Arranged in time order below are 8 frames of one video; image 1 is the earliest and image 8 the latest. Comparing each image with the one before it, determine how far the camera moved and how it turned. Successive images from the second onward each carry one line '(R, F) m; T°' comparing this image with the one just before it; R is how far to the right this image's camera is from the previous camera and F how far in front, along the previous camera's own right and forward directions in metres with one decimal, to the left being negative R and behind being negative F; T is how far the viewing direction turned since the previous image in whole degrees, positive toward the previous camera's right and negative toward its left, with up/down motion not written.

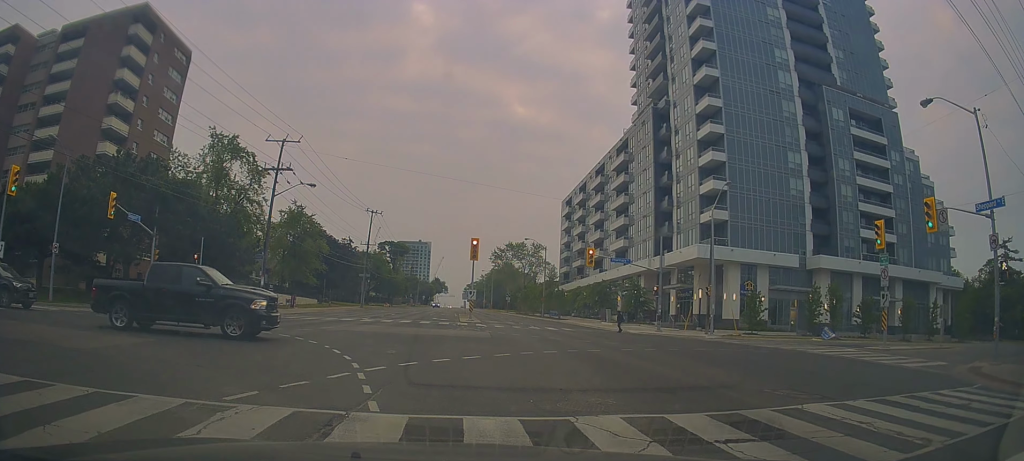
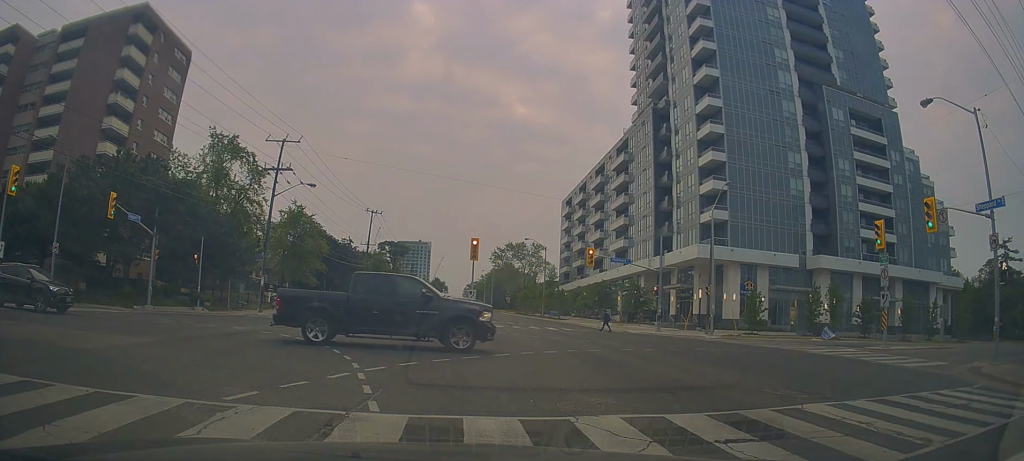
(0.0, 0.0) m; 0°
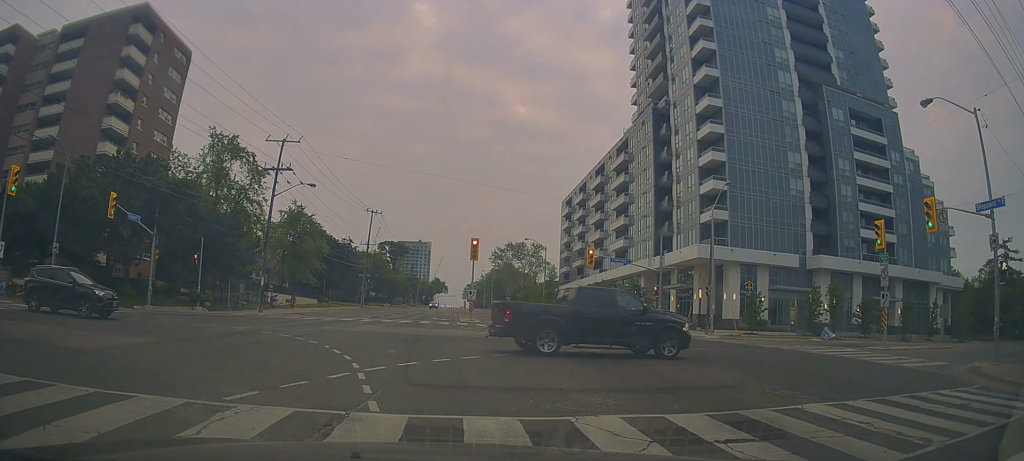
(0.0, 0.0) m; 0°
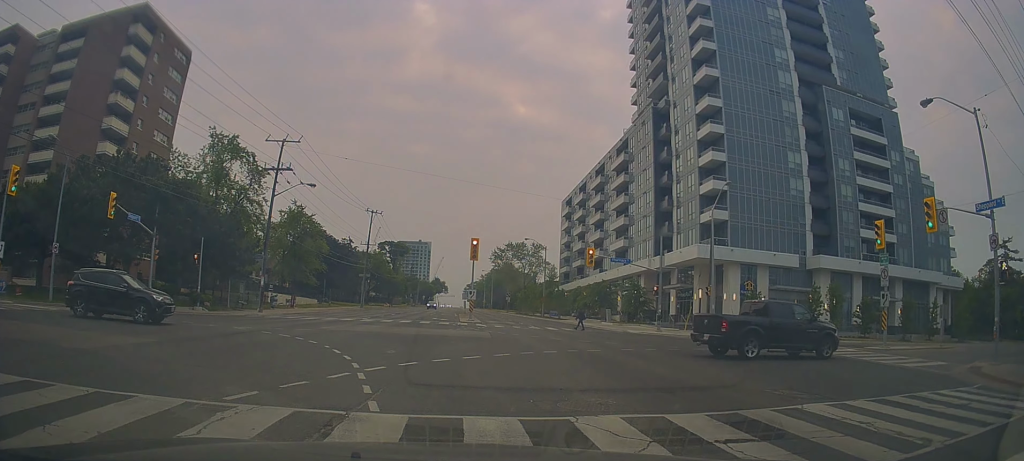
(0.0, 0.0) m; 0°
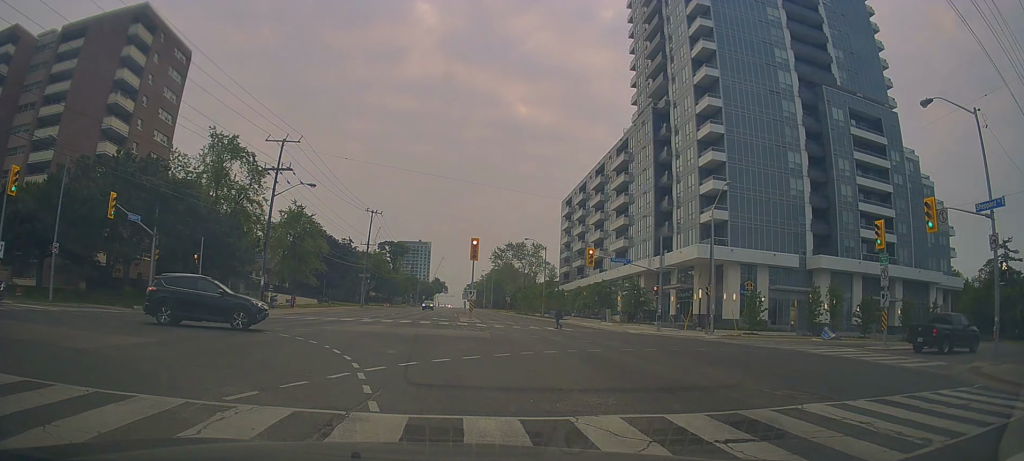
(0.0, 0.0) m; 0°
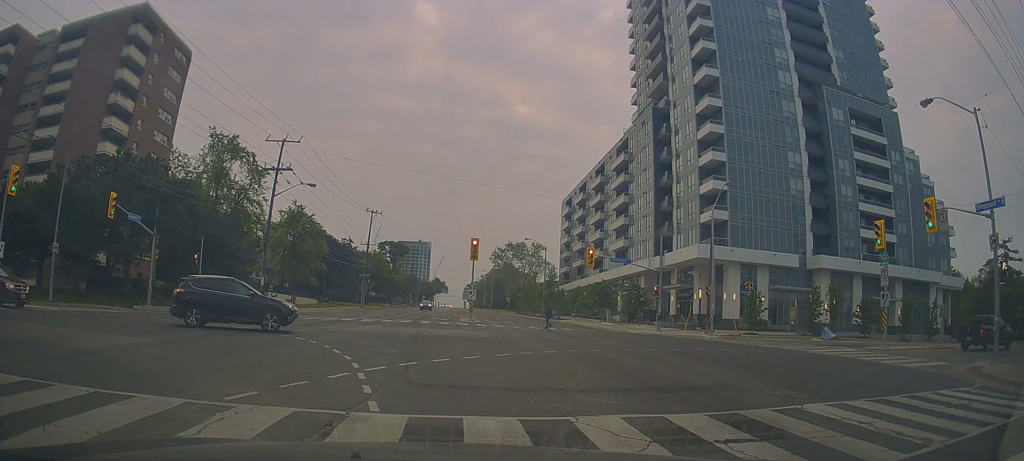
(0.0, 0.0) m; 0°
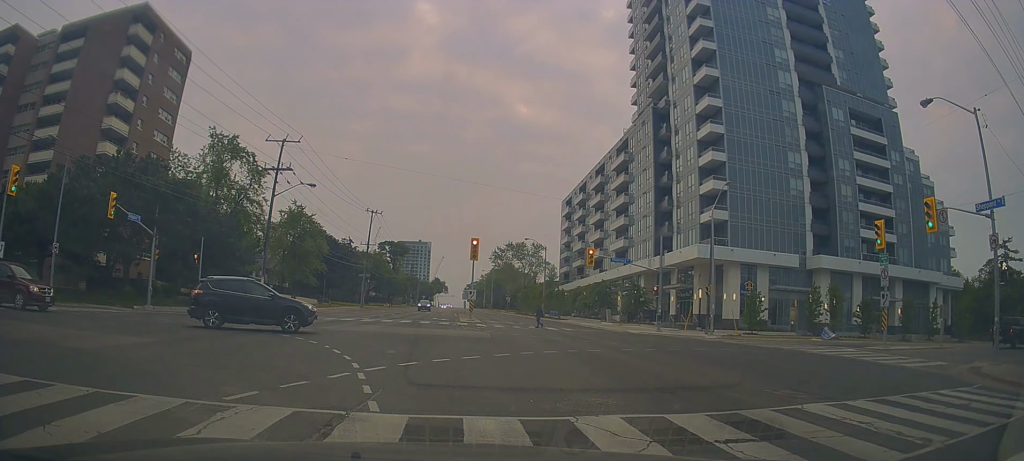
(0.0, 0.0) m; 0°
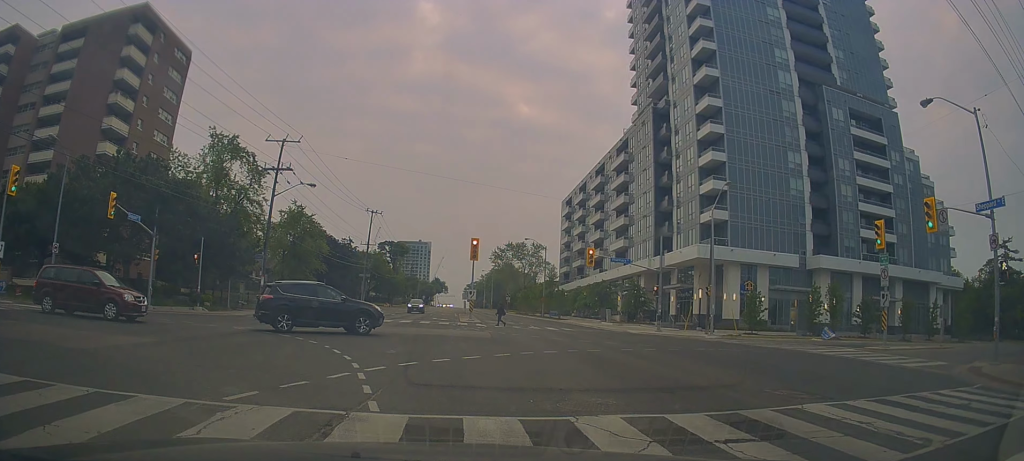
(0.0, 0.0) m; 0°
